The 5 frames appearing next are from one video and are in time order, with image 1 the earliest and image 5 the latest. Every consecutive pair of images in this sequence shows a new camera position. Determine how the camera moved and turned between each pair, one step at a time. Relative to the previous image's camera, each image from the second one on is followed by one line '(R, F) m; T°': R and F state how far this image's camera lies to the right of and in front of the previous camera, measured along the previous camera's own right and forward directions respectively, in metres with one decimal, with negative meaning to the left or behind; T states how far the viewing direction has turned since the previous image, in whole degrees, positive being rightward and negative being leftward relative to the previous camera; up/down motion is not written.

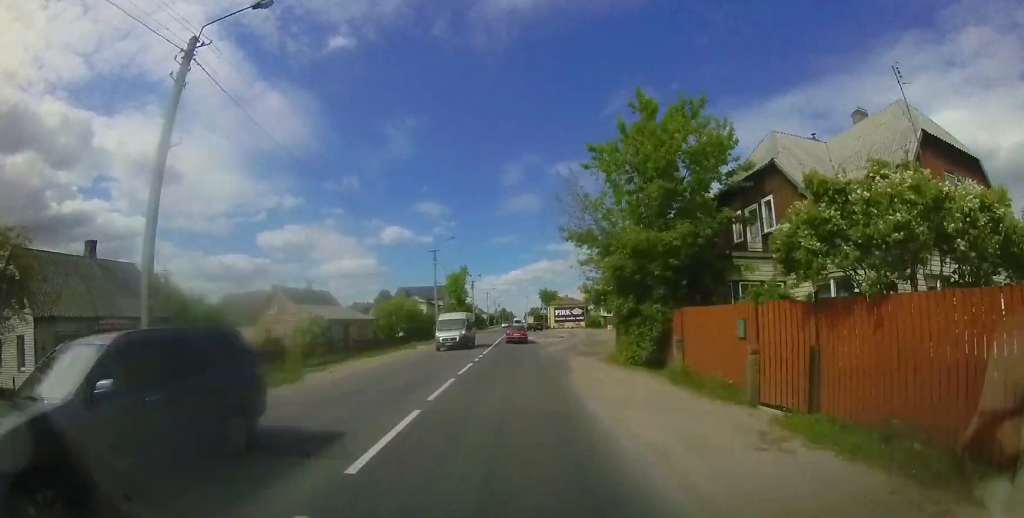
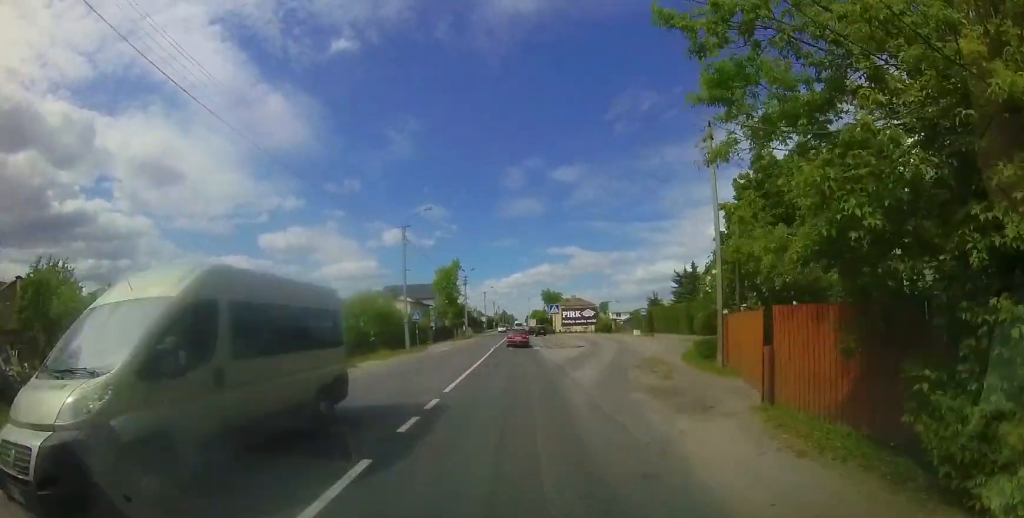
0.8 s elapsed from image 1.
(+0.1, +9.3) m; -1°
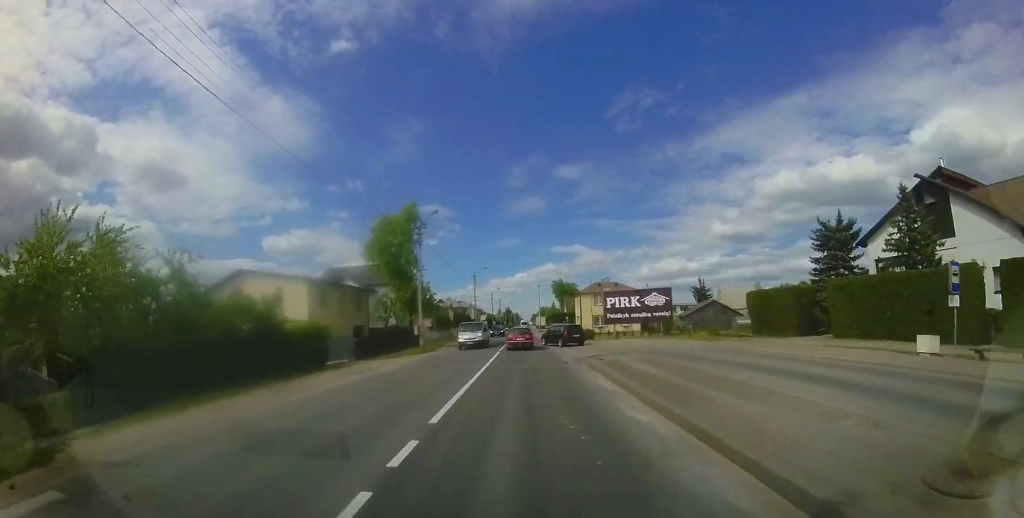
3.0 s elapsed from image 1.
(+0.1, +26.5) m; +1°
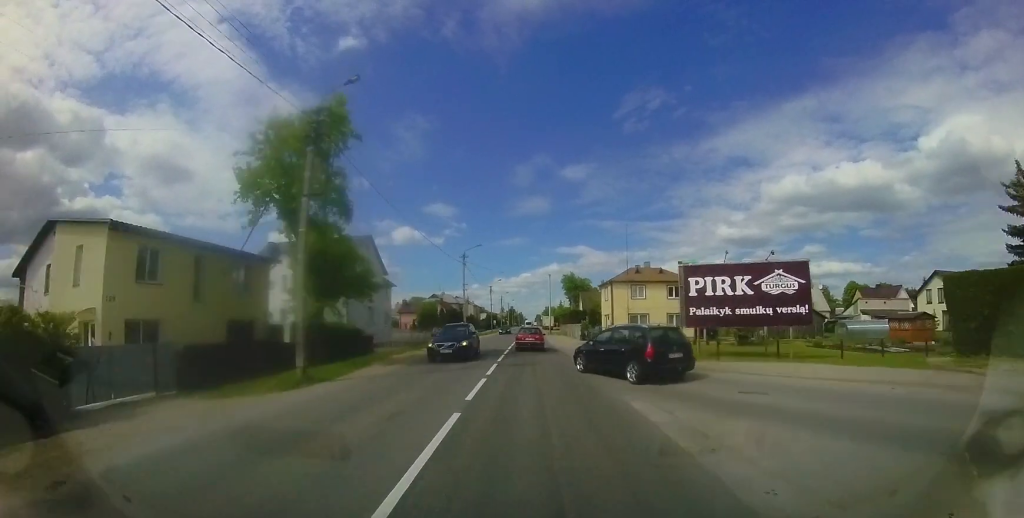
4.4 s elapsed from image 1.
(-0.3, +15.1) m; -3°
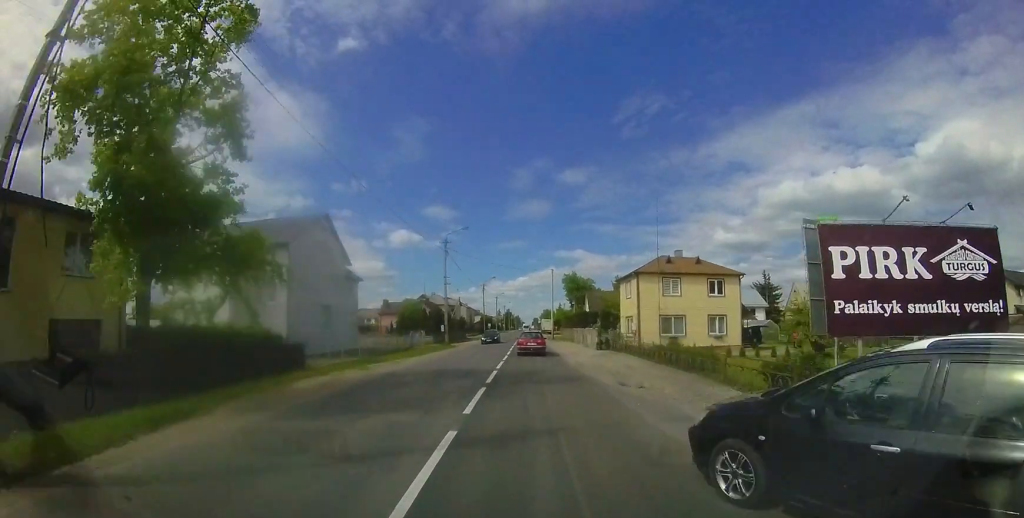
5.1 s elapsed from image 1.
(-0.1, +8.4) m; -1°
